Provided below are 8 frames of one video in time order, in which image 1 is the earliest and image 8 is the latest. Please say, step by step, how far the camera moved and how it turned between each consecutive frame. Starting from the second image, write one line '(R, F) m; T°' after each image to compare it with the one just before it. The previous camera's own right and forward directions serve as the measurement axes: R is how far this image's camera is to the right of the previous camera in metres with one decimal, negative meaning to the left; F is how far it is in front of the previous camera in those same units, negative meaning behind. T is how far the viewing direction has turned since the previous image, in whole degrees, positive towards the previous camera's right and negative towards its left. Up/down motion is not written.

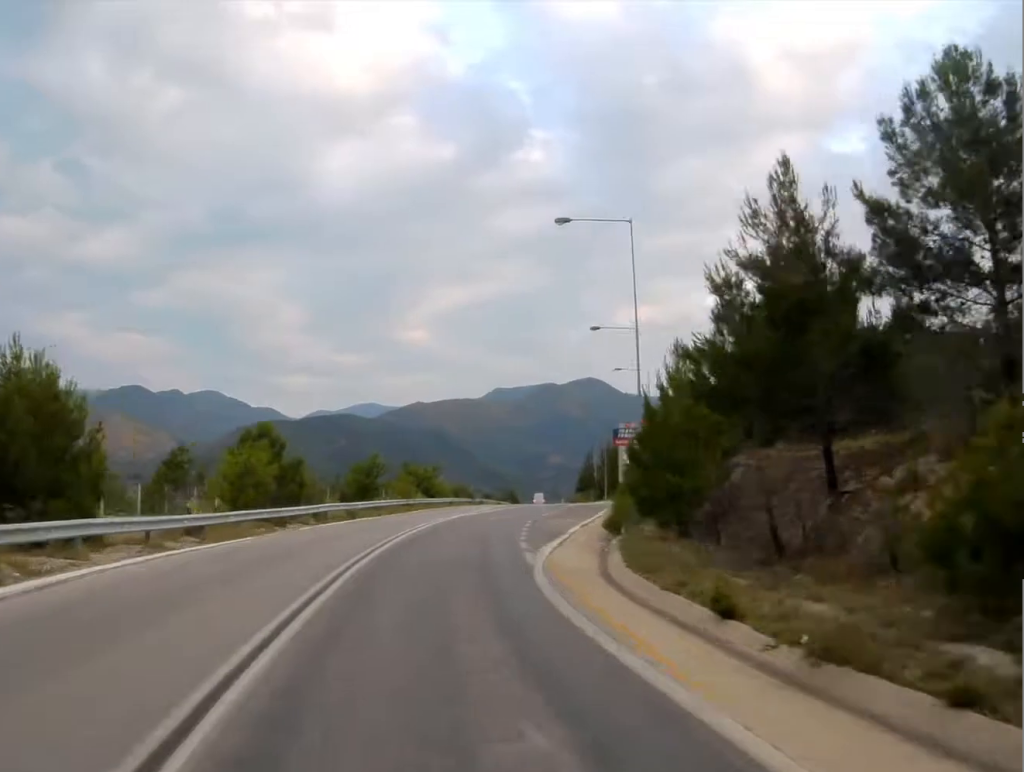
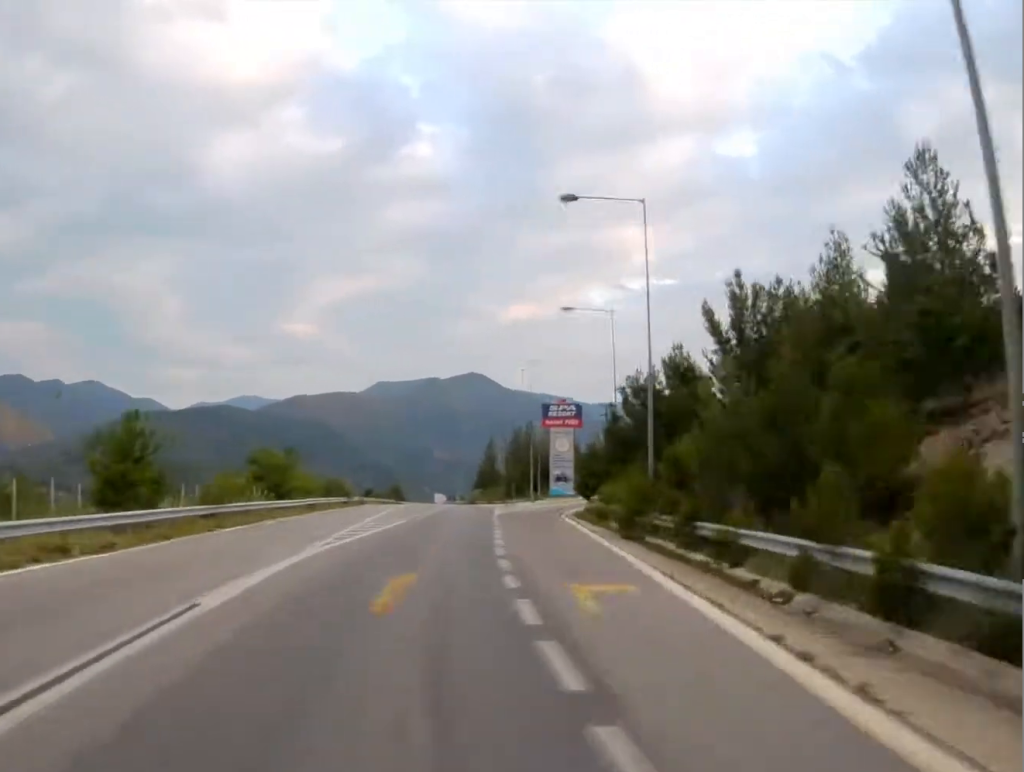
(+1.7, +28.6) m; +6°
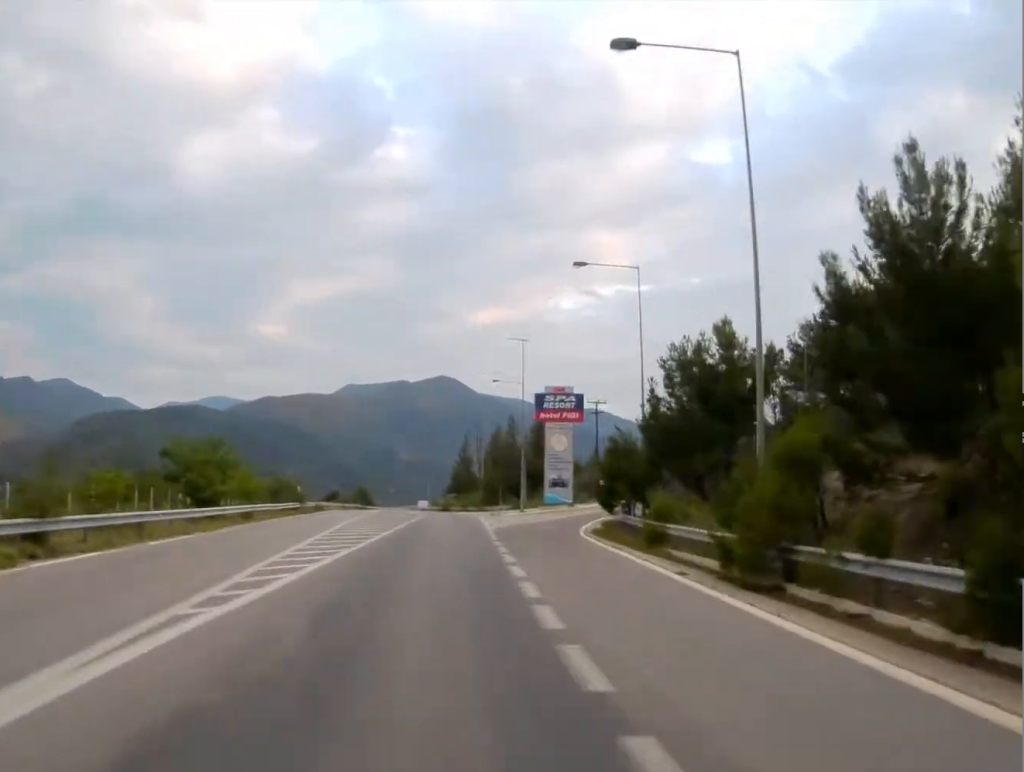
(0.0, +13.6) m; +3°
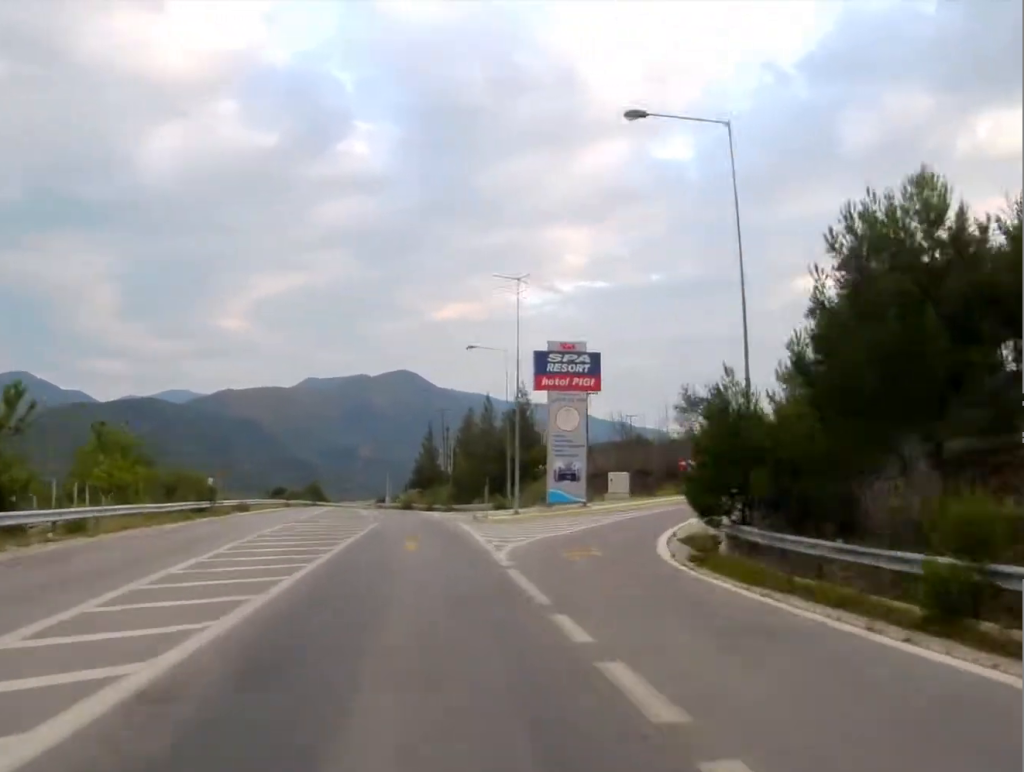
(+1.0, +18.0) m; +2°
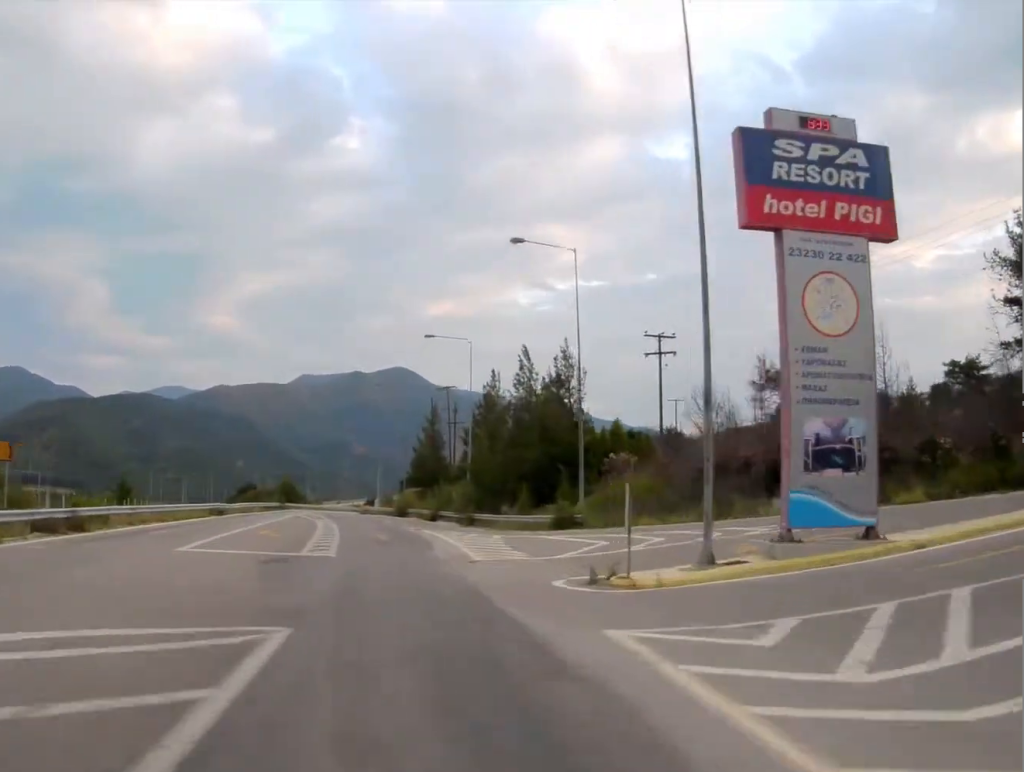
(+0.6, +30.6) m; 0°
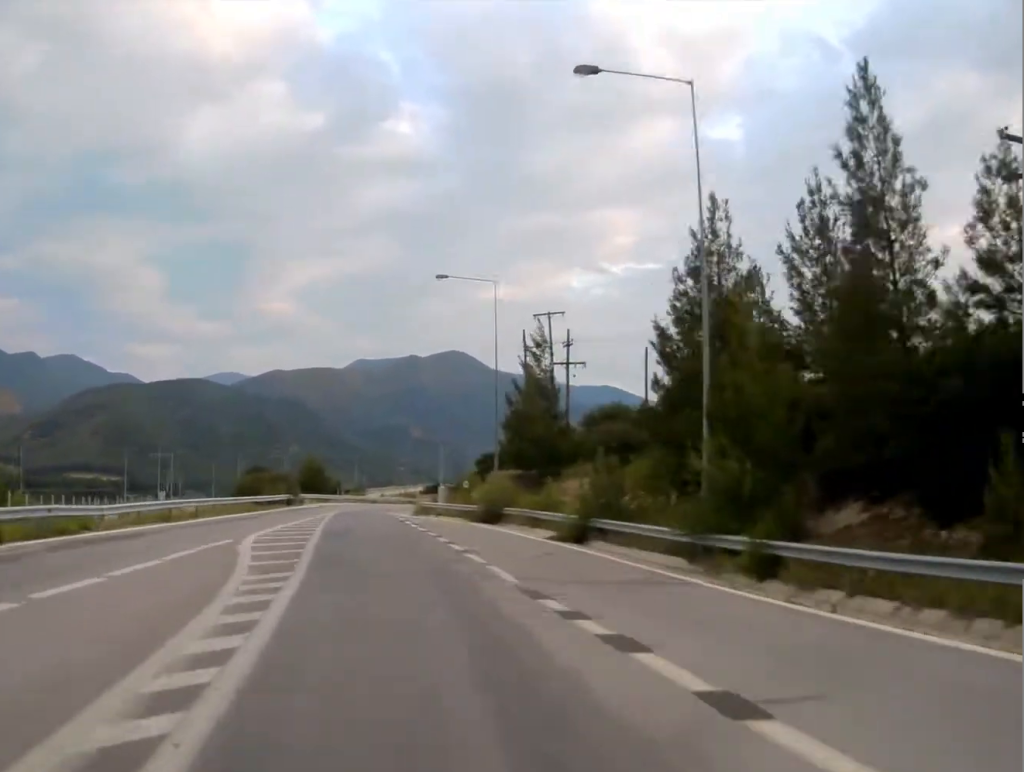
(-0.6, +37.7) m; -3°
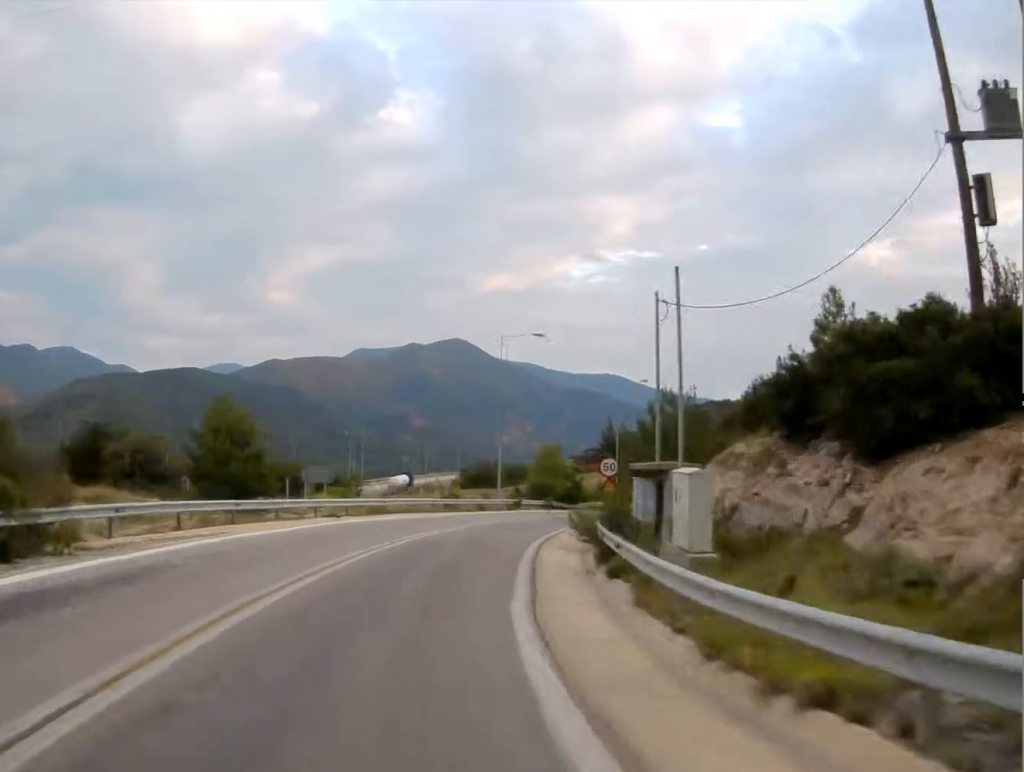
(-0.5, +51.9) m; +4°
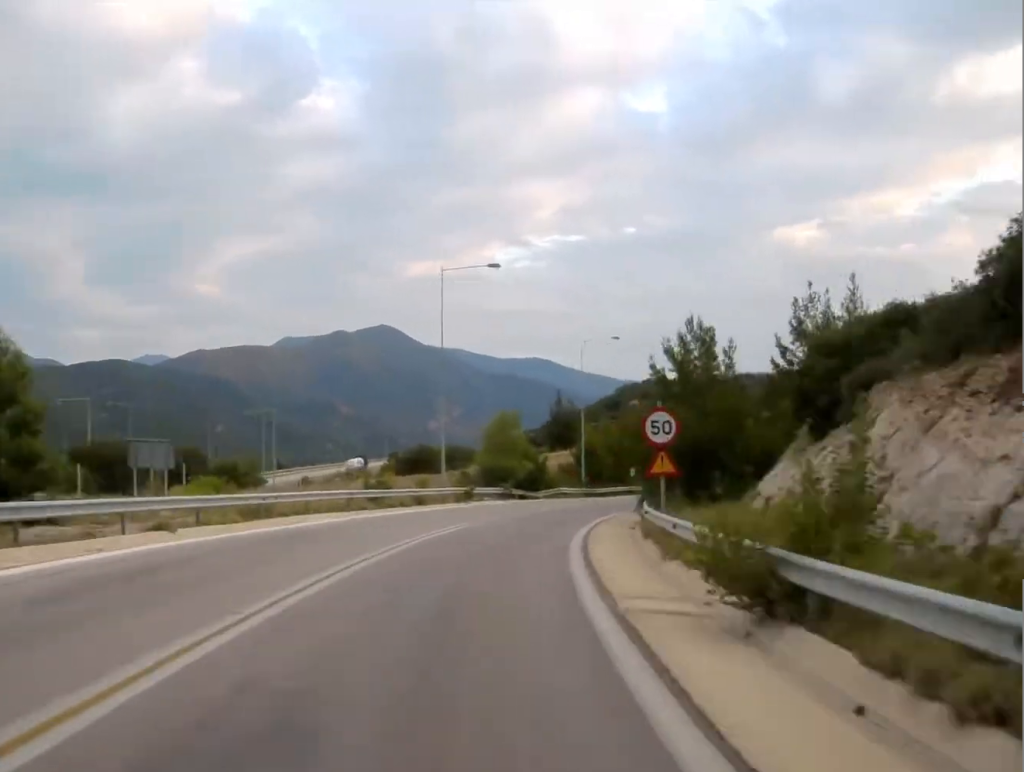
(+0.3, +15.8) m; +4°
